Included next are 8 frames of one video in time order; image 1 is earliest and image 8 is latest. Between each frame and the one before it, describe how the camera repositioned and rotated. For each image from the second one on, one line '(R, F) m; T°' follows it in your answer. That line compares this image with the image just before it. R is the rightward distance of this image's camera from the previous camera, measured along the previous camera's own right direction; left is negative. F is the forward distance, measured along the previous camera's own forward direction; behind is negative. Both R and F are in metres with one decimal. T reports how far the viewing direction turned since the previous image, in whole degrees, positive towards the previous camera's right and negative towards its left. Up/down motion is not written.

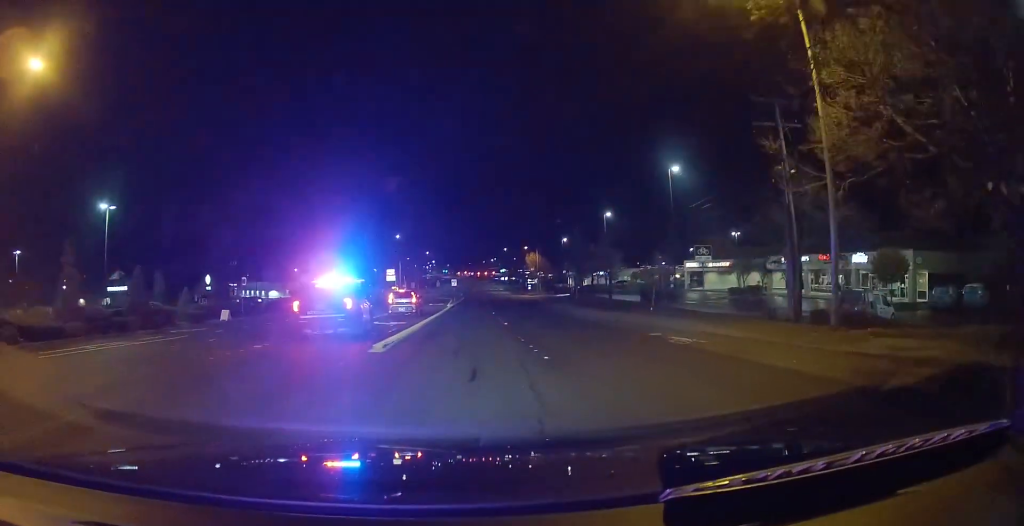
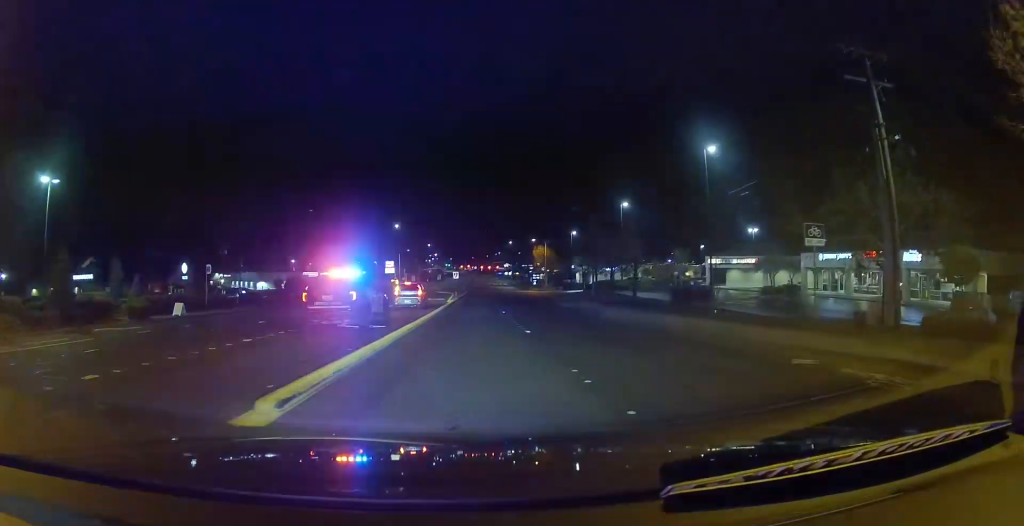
(+0.1, +6.6) m; +2°
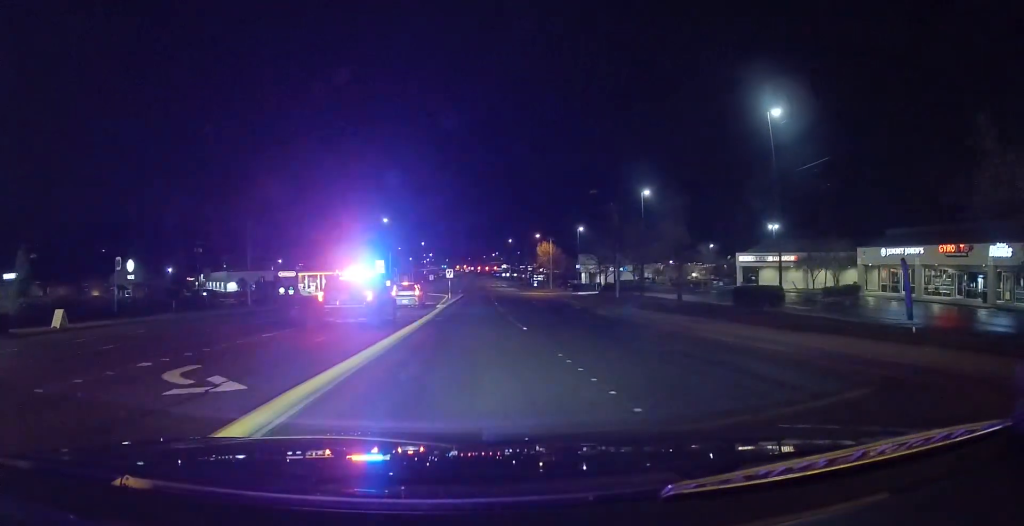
(+0.2, +9.2) m; 0°
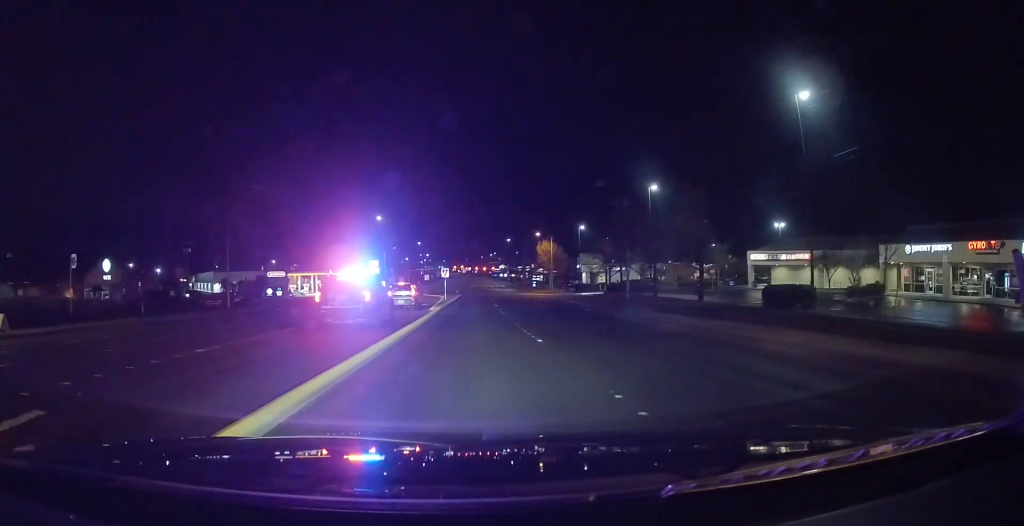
(-0.1, +3.2) m; 0°
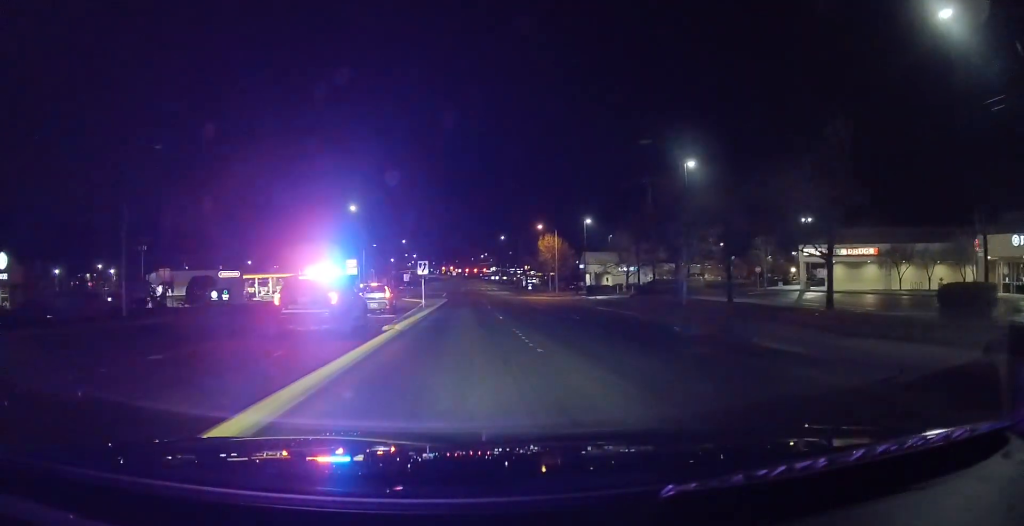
(-0.1, +11.7) m; 0°
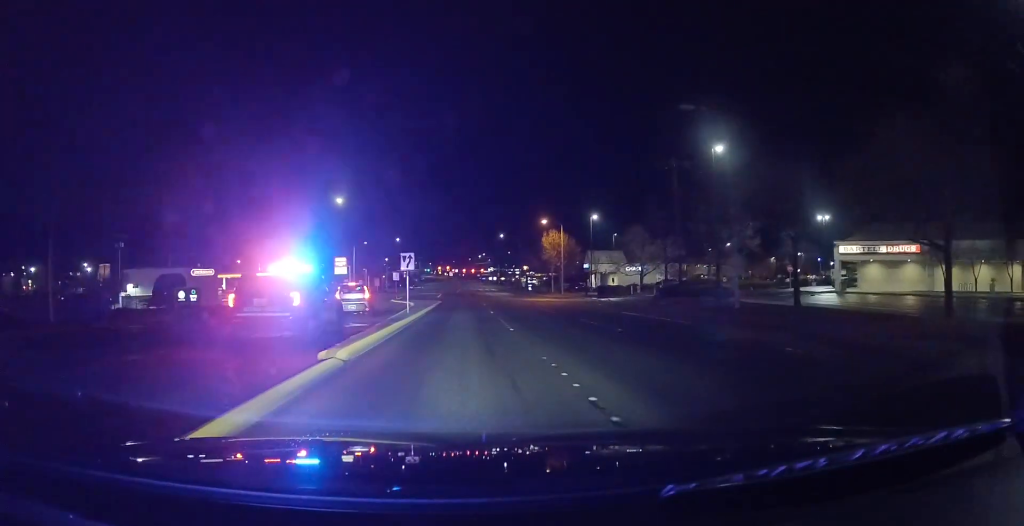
(0.0, +5.9) m; 0°
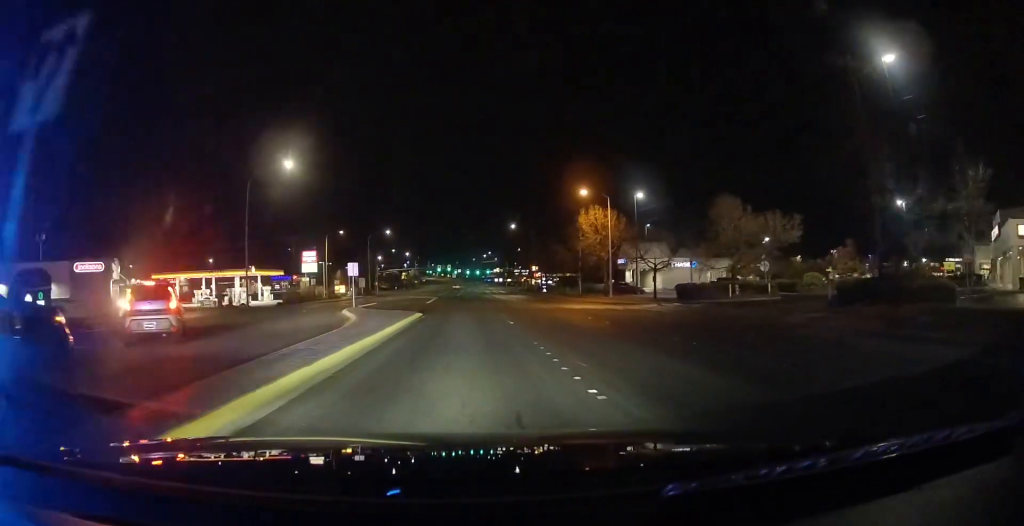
(-0.1, +19.9) m; 0°
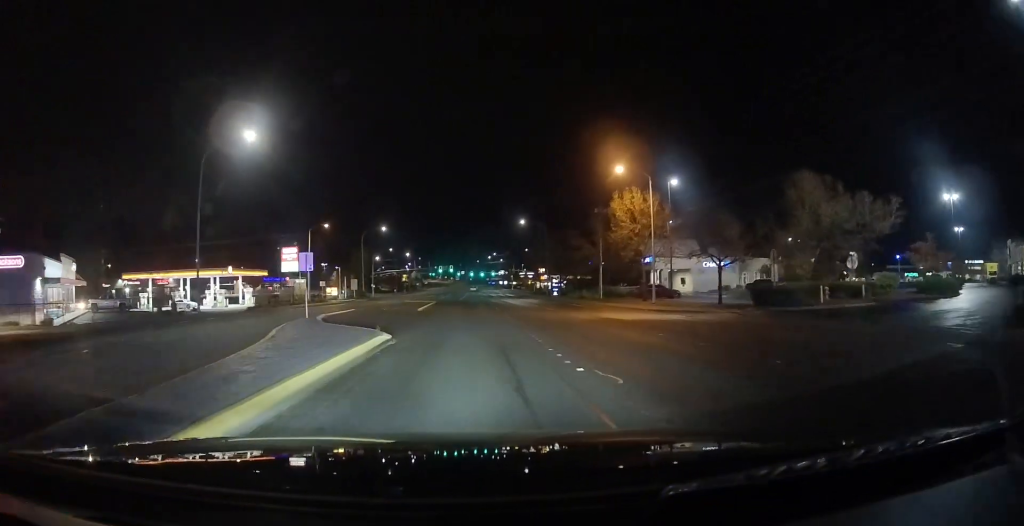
(0.0, +10.0) m; 0°
